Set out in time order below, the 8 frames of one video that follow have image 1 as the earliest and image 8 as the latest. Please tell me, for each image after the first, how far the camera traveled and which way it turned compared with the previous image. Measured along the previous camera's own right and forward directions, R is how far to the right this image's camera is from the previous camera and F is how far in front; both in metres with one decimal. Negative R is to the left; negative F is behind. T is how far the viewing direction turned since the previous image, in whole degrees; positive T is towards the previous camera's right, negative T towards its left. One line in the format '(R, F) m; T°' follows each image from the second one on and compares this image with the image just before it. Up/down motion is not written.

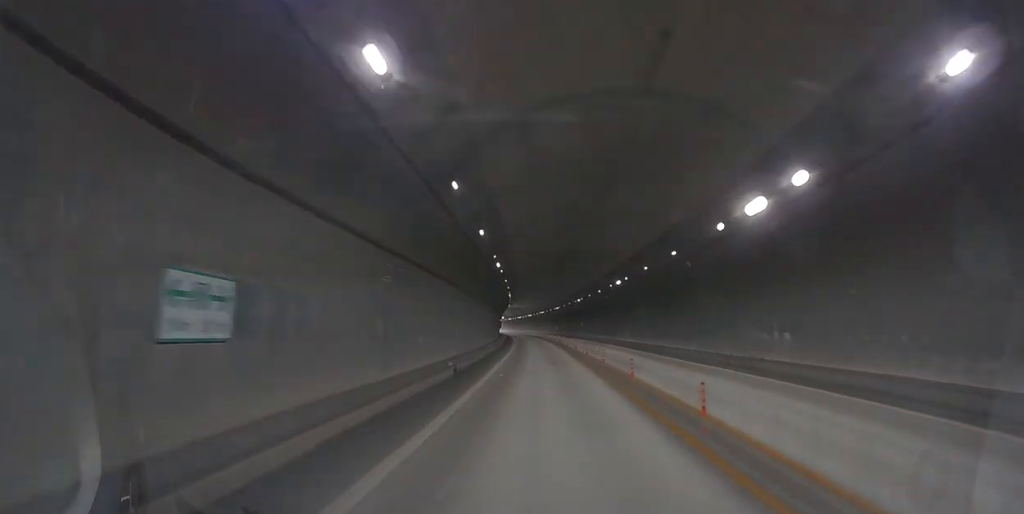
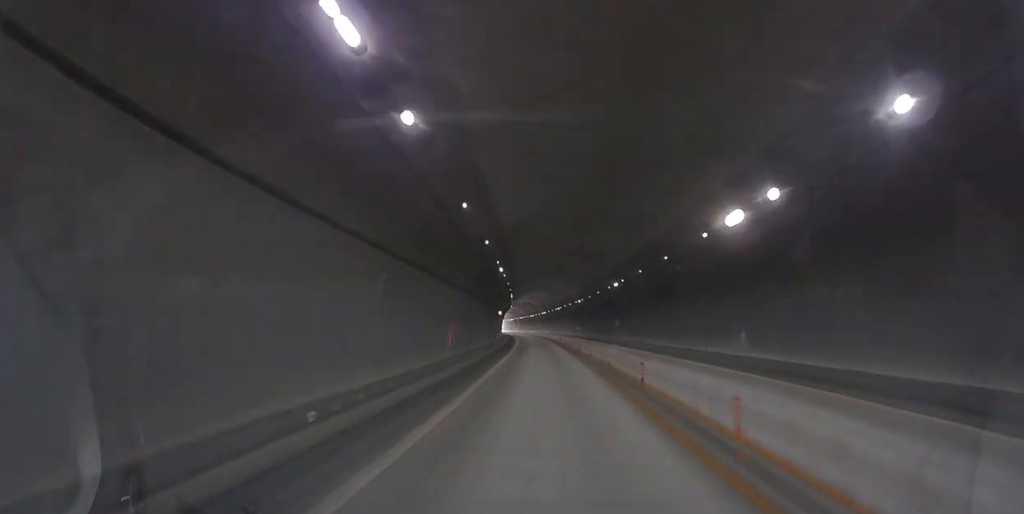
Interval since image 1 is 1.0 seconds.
(0.0, +20.9) m; 0°
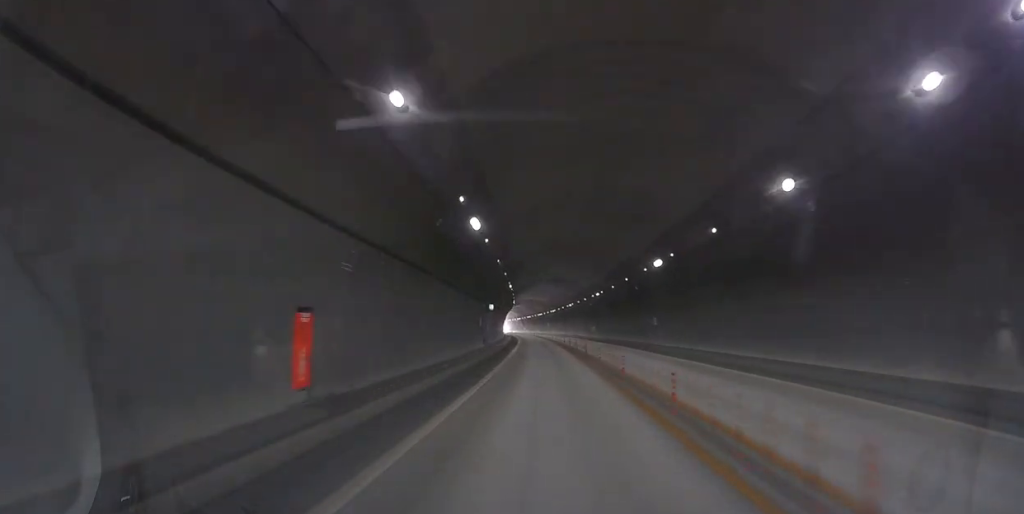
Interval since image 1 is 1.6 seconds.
(0.0, +11.7) m; 0°
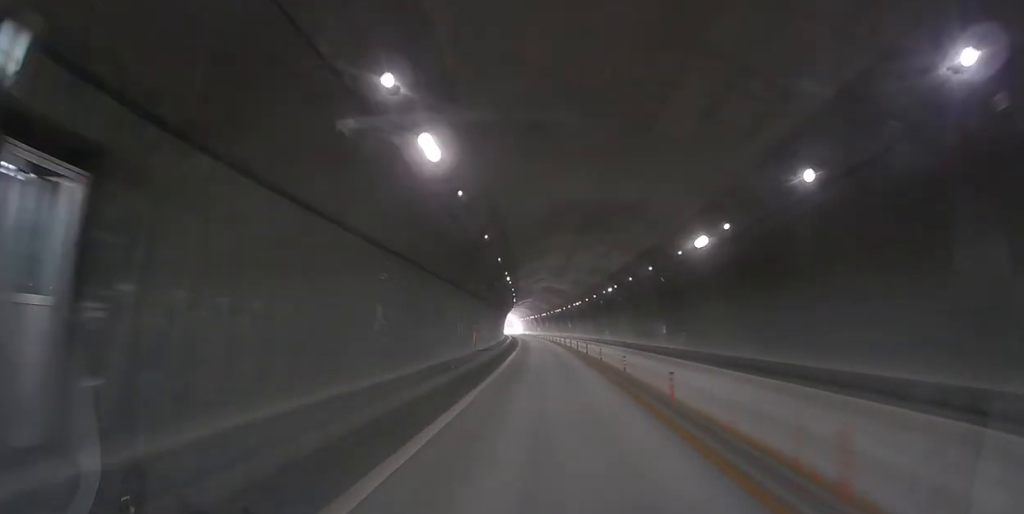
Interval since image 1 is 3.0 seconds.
(0.0, +29.3) m; 0°
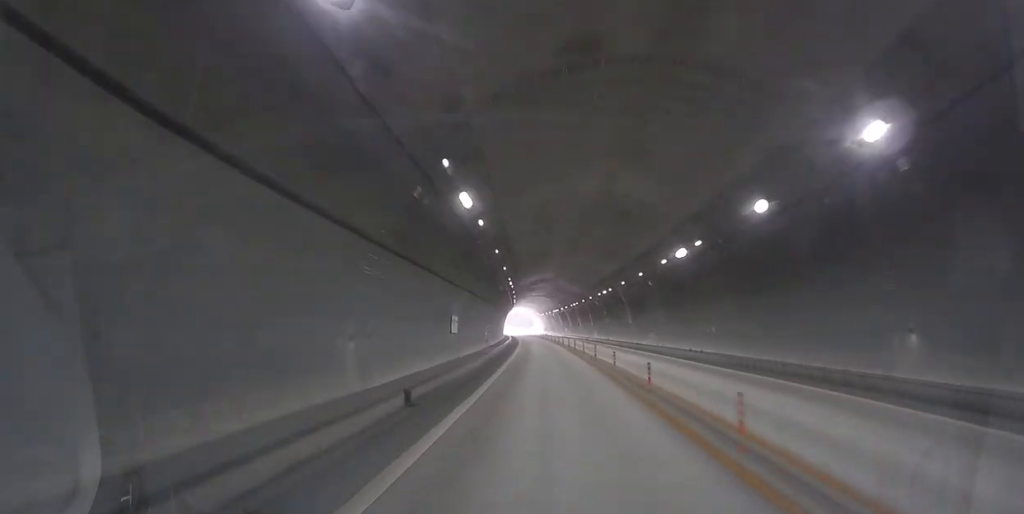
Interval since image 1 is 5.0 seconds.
(0.0, +43.0) m; 0°
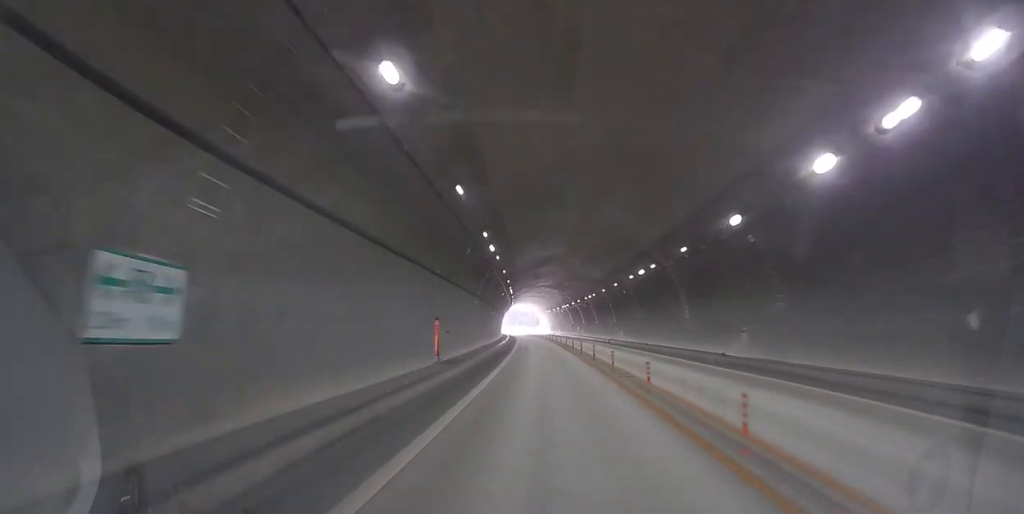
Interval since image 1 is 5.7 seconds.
(0.0, +16.1) m; 0°
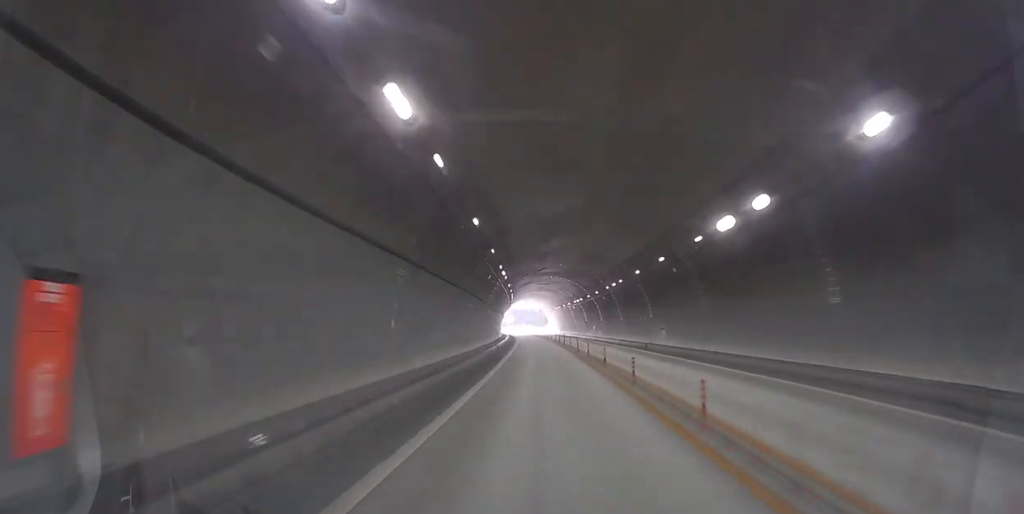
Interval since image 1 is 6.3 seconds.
(0.0, +13.2) m; 0°
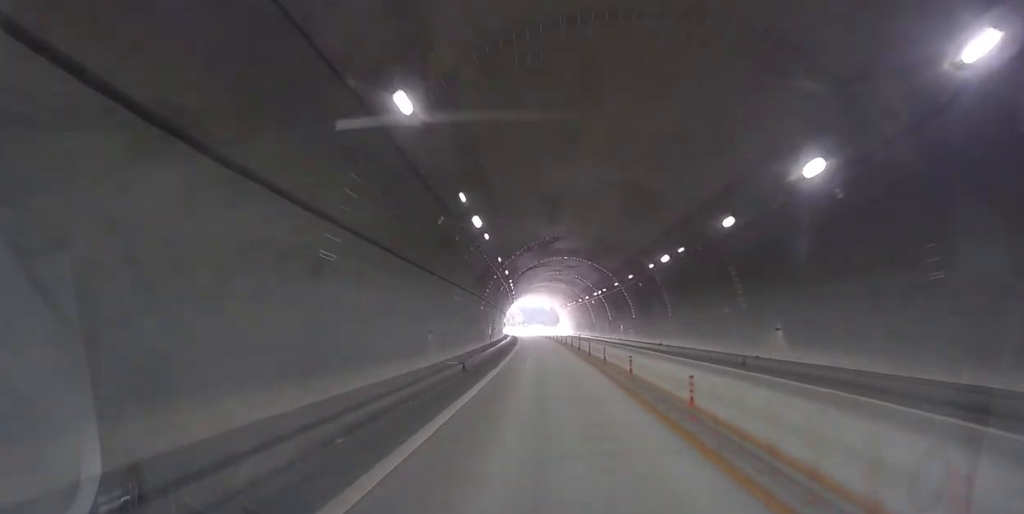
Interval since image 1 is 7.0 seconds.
(0.0, +14.8) m; 0°
